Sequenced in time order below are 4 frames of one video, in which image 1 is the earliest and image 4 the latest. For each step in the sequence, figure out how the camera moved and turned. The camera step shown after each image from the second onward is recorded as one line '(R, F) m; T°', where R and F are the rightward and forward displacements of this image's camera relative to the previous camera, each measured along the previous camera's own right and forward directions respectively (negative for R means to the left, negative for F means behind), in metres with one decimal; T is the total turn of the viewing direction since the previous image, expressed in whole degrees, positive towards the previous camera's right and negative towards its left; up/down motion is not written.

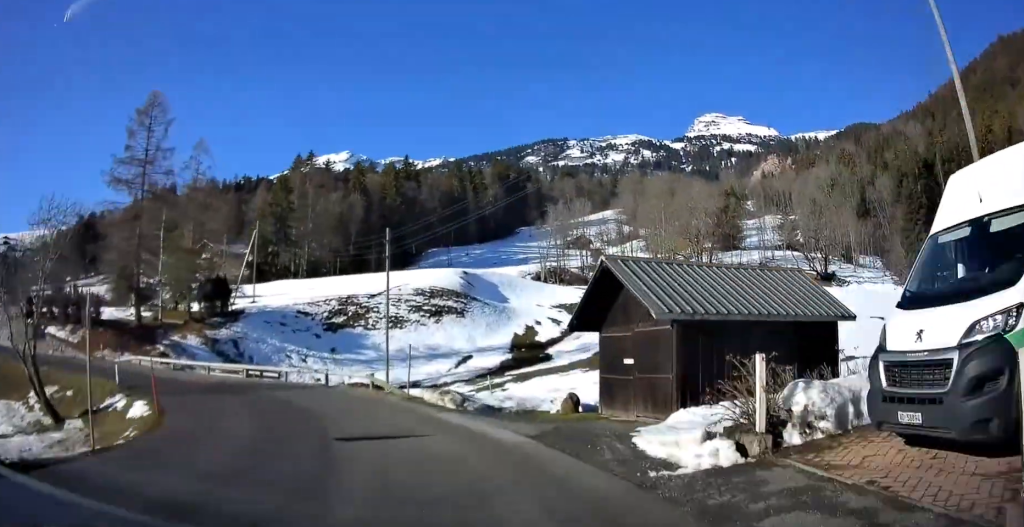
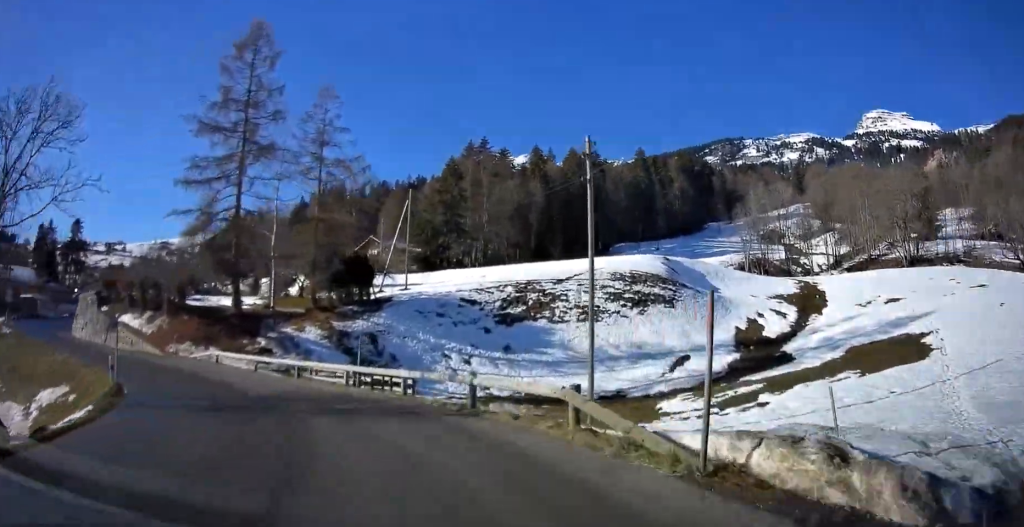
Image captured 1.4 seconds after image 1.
(-1.0, +13.6) m; -15°
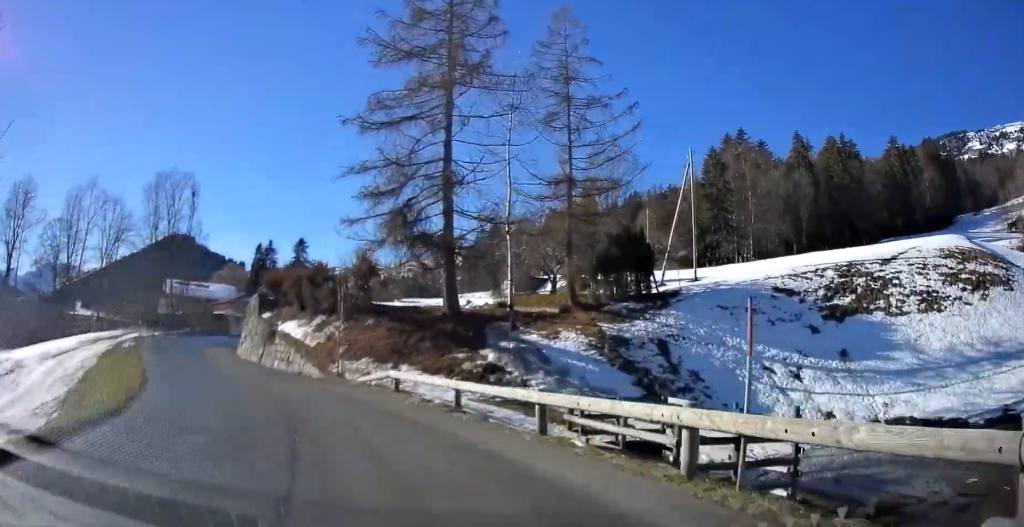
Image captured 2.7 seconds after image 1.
(-2.5, +13.2) m; -20°
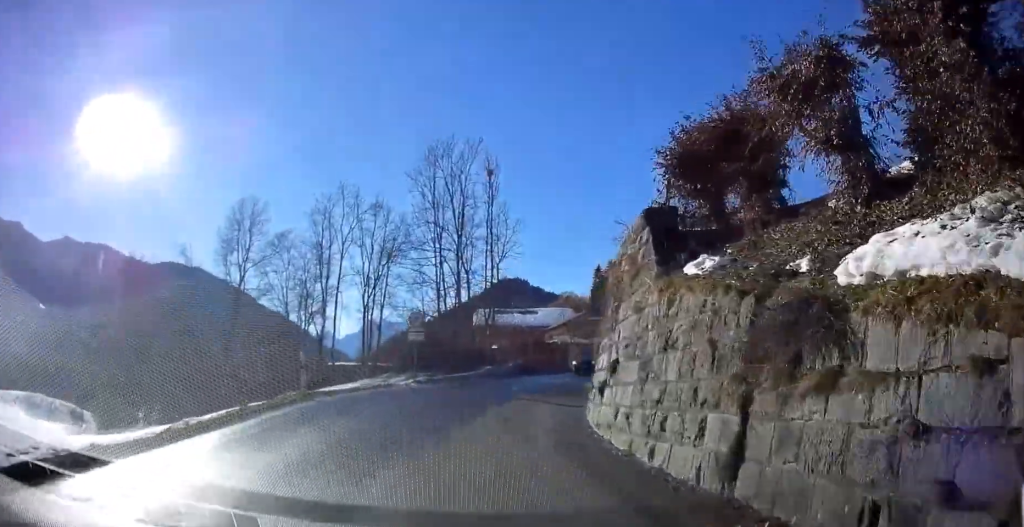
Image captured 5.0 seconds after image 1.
(-7.8, +24.3) m; -28°
